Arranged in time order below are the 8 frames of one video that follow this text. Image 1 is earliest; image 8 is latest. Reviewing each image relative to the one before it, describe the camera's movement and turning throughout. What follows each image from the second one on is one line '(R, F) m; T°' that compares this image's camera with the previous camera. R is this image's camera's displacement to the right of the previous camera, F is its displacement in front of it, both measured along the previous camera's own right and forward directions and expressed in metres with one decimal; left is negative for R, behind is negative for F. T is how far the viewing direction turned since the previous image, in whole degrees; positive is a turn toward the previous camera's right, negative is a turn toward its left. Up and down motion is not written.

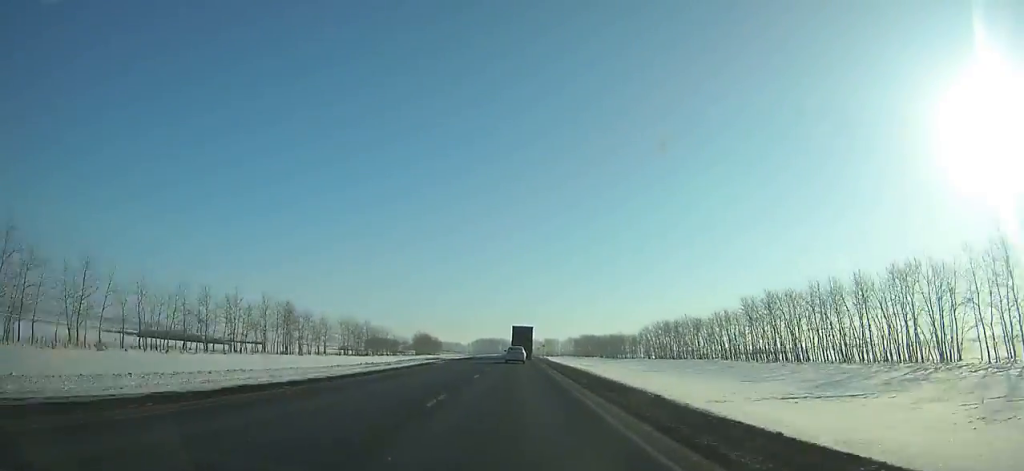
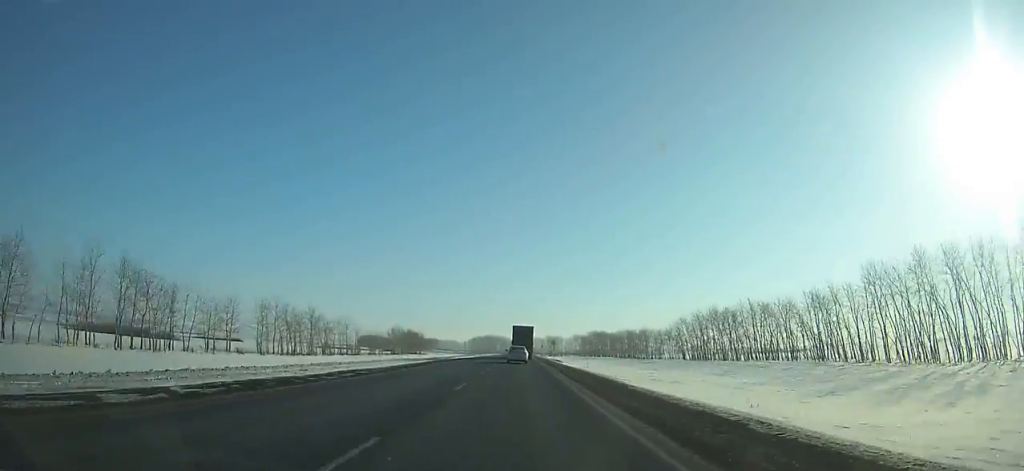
(+0.1, +42.9) m; 0°
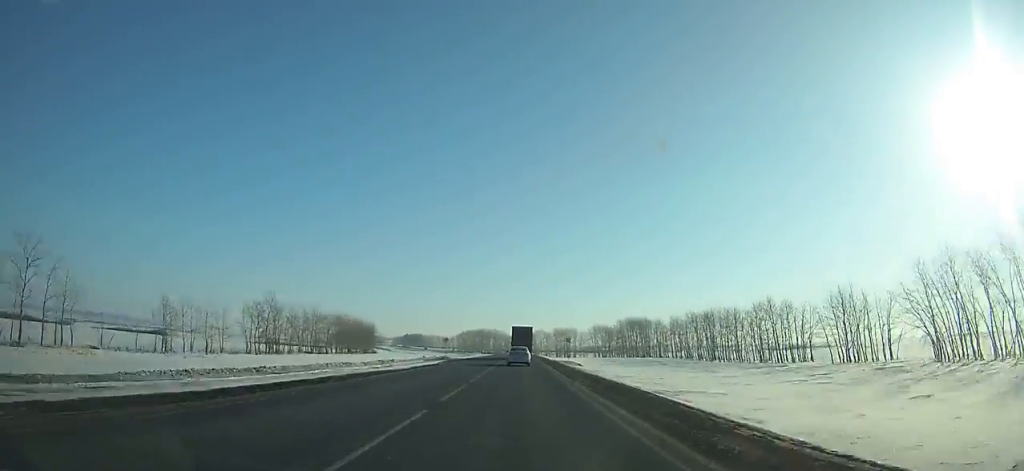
(+0.2, +98.9) m; 0°
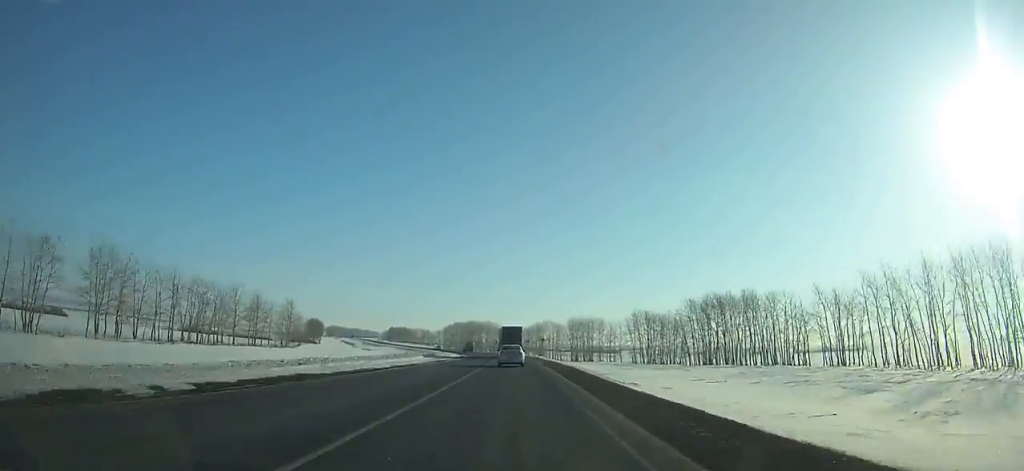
(-0.1, +89.3) m; -1°
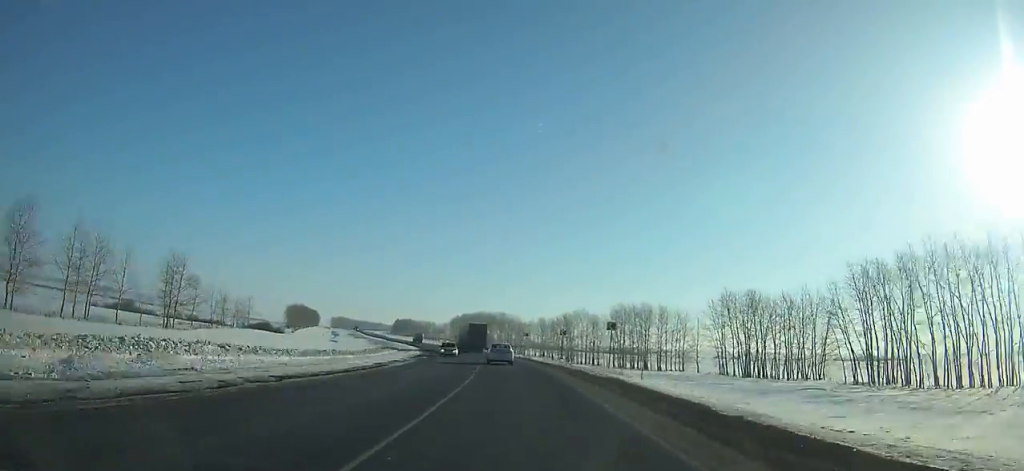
(-1.0, +62.0) m; -4°
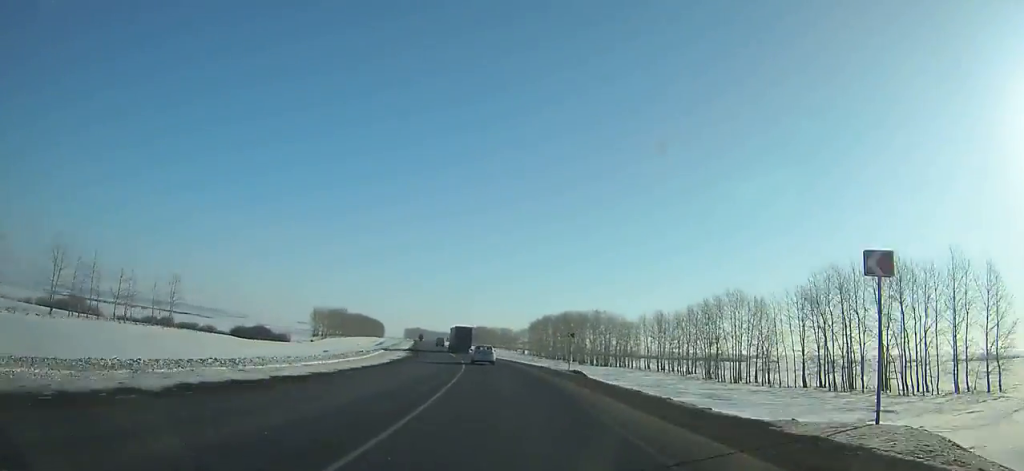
(-5.0, +69.4) m; -8°
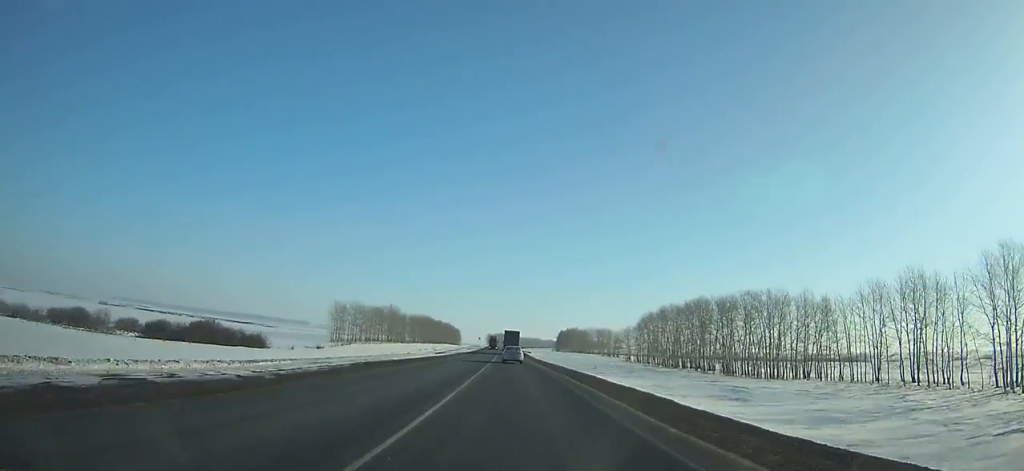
(-4.7, +67.8) m; -5°
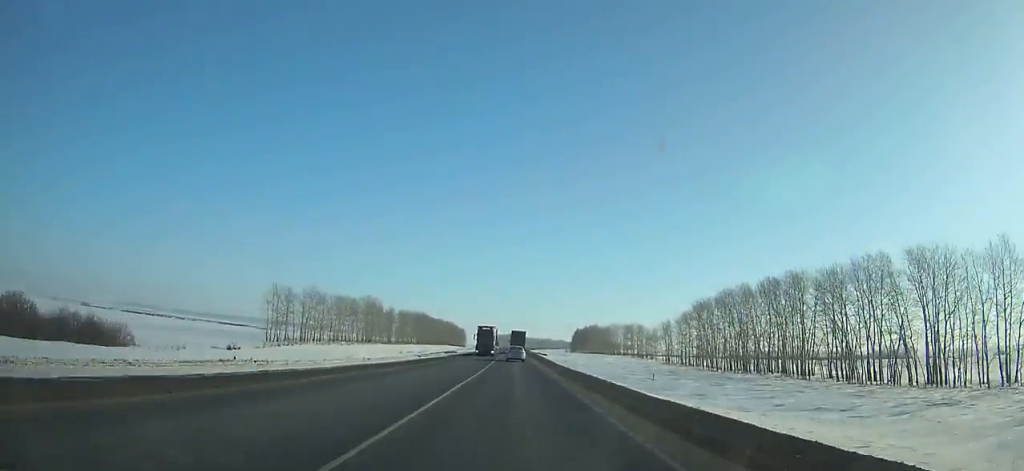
(-0.9, +45.9) m; -2°
